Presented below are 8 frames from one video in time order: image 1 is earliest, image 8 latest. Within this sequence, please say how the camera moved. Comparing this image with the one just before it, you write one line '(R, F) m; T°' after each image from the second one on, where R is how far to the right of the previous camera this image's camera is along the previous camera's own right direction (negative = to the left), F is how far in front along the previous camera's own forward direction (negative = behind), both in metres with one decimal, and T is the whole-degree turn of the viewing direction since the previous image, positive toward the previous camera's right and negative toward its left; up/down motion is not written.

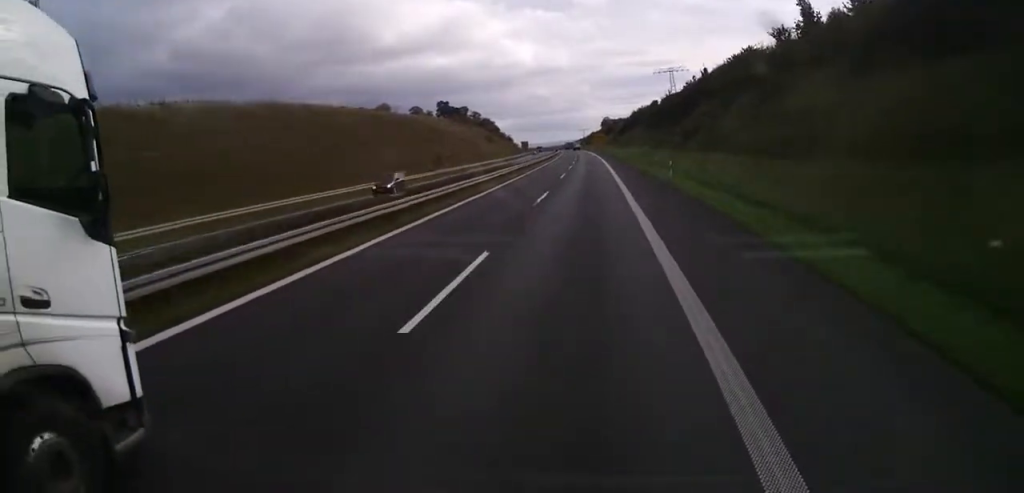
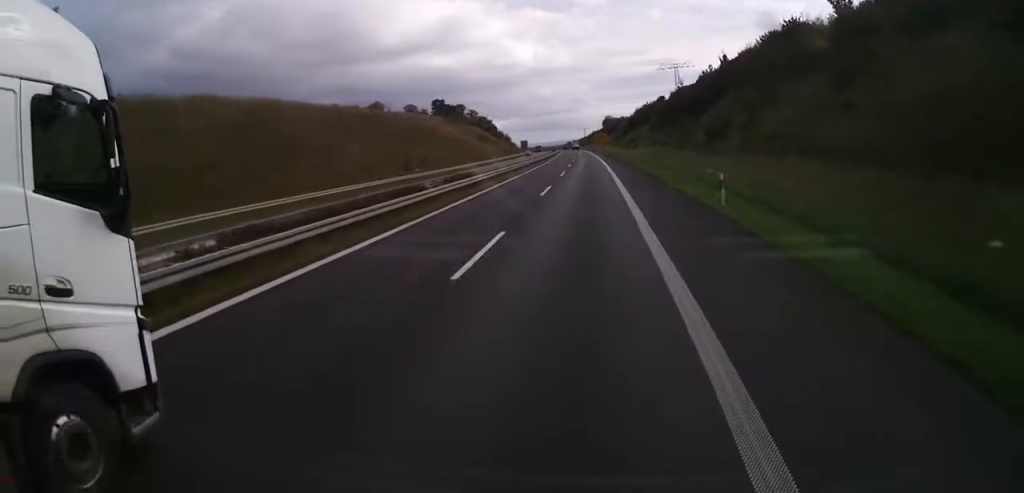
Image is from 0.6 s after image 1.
(-0.1, +14.6) m; -1°
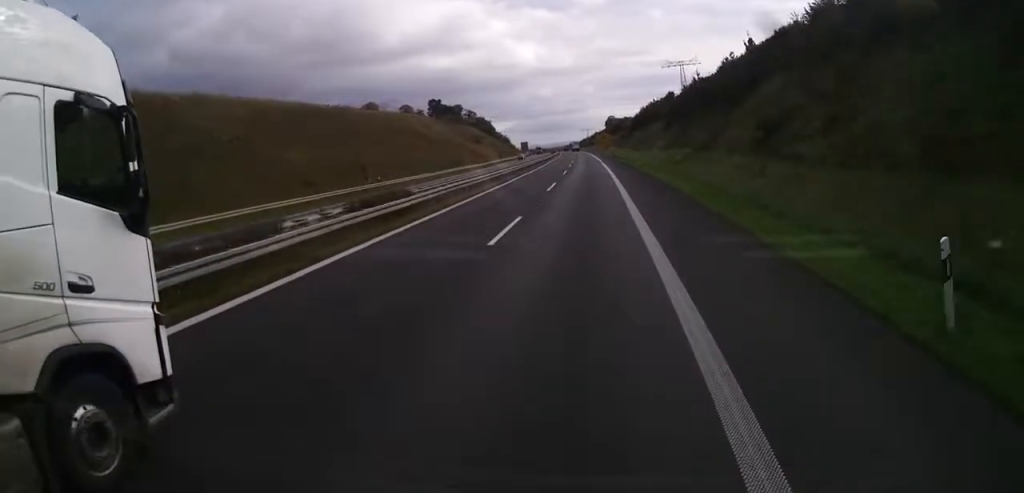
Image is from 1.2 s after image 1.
(-0.3, +13.8) m; -1°
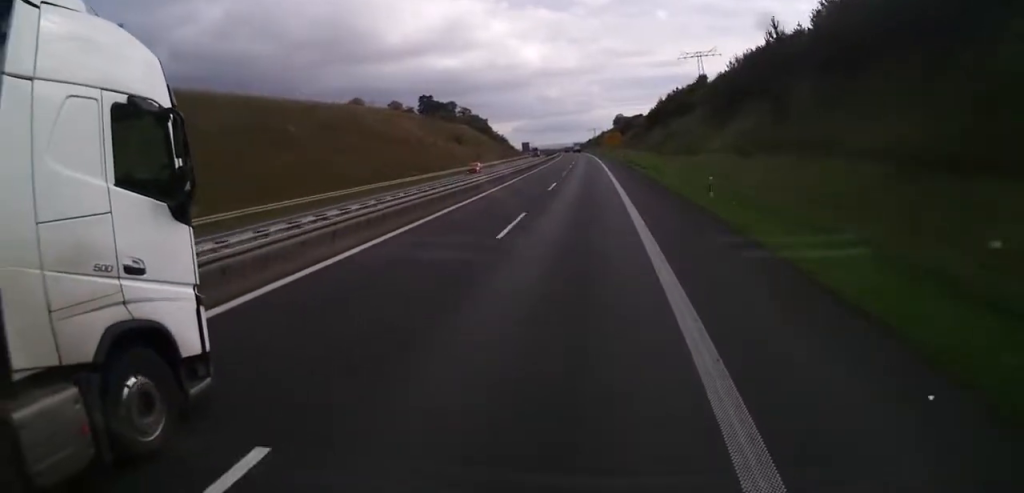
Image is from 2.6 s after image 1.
(+0.1, +34.4) m; +1°
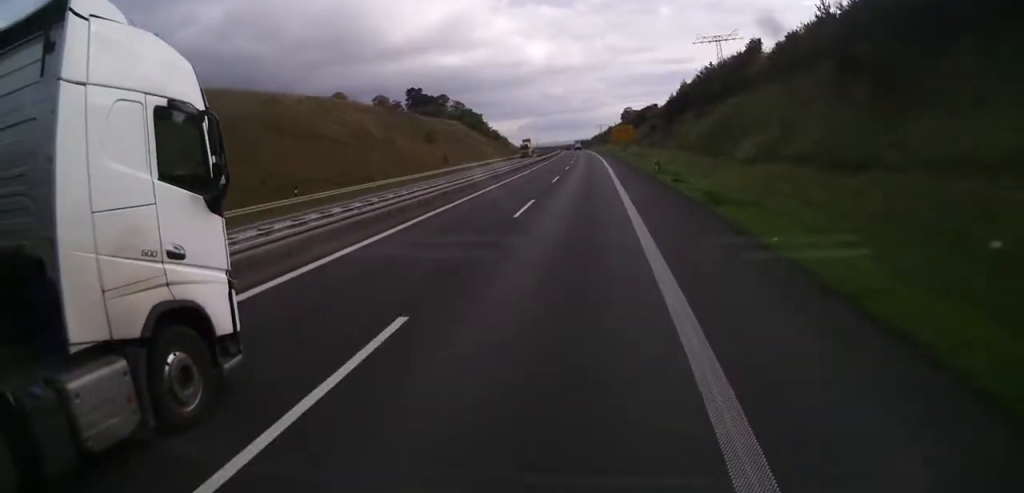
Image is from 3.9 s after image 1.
(0.0, +32.0) m; -1°
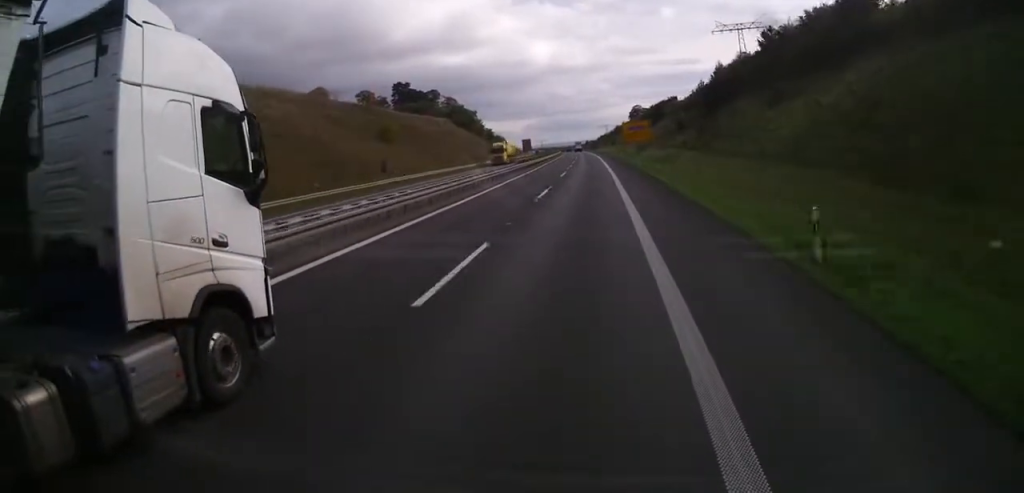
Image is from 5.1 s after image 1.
(-0.2, +29.7) m; 0°
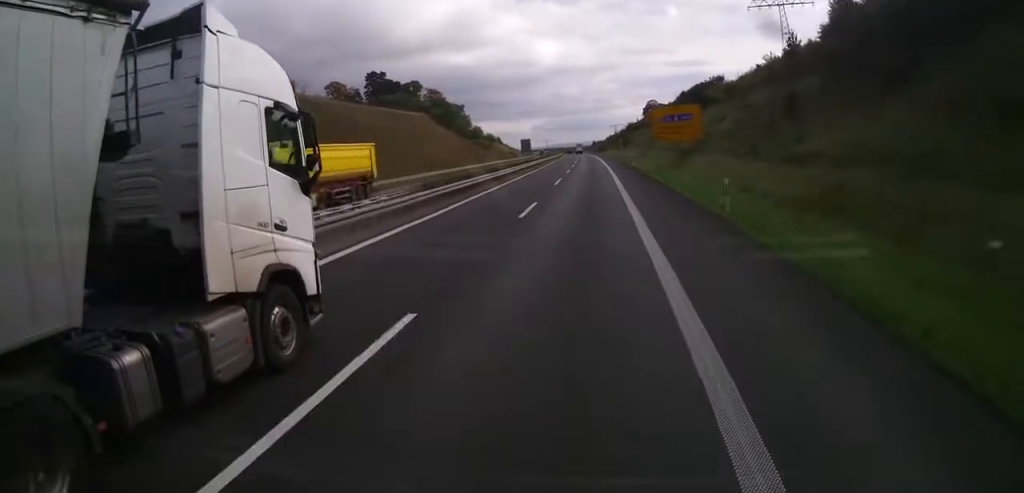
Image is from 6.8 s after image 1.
(0.0, +42.4) m; 0°
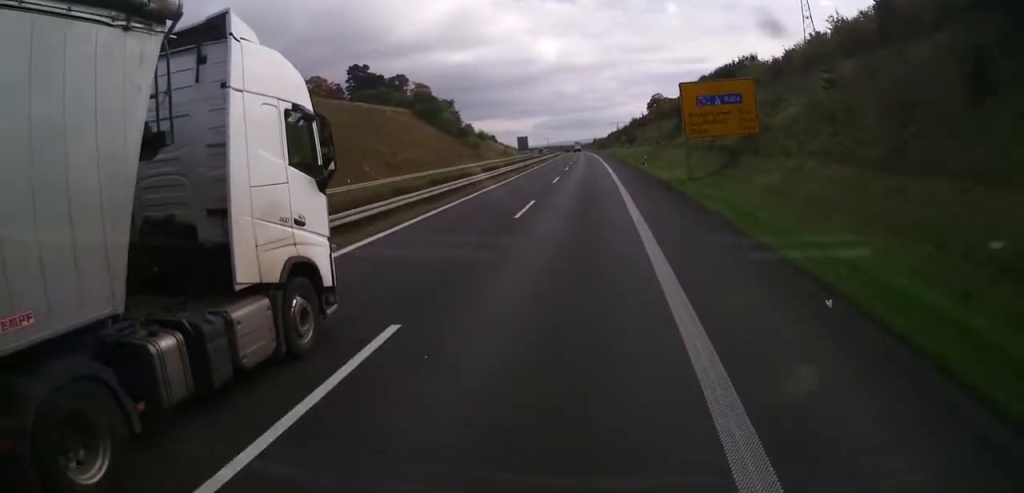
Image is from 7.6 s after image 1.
(0.0, +18.5) m; 0°
